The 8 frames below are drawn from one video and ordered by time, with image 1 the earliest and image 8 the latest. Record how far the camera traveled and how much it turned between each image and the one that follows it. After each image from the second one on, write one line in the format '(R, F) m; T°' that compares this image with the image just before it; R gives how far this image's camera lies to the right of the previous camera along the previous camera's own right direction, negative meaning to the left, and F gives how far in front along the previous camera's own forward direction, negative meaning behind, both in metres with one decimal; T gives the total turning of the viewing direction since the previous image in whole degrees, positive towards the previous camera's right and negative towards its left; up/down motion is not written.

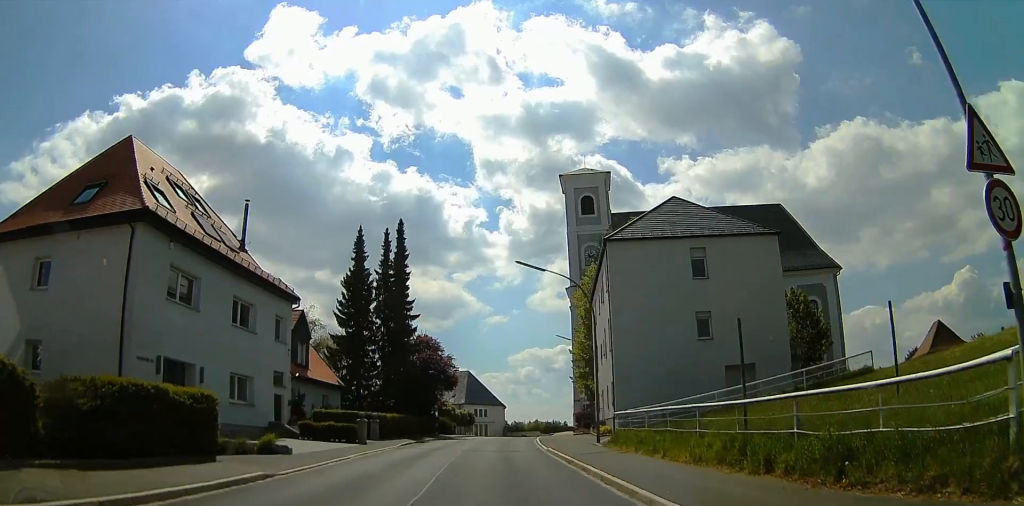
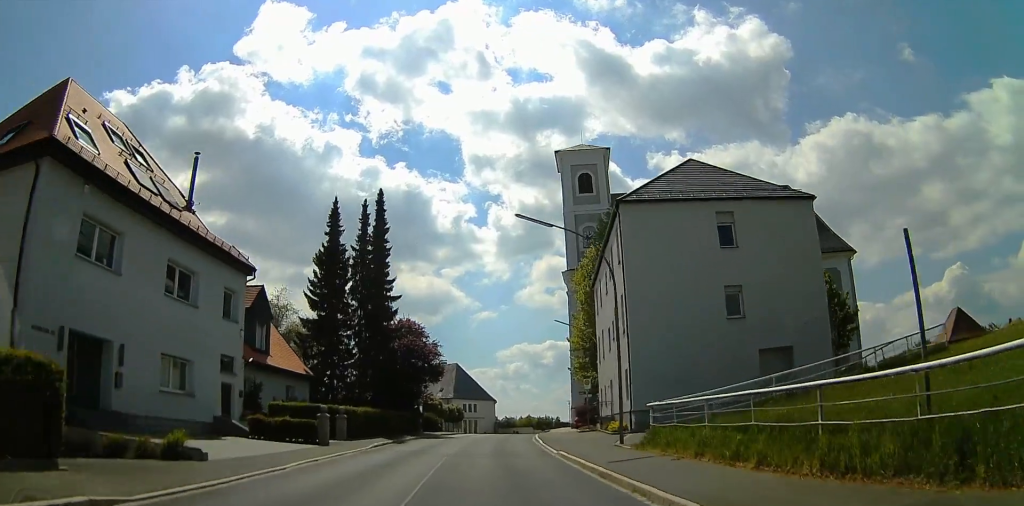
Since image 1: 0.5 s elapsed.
(-0.4, +5.9) m; 0°
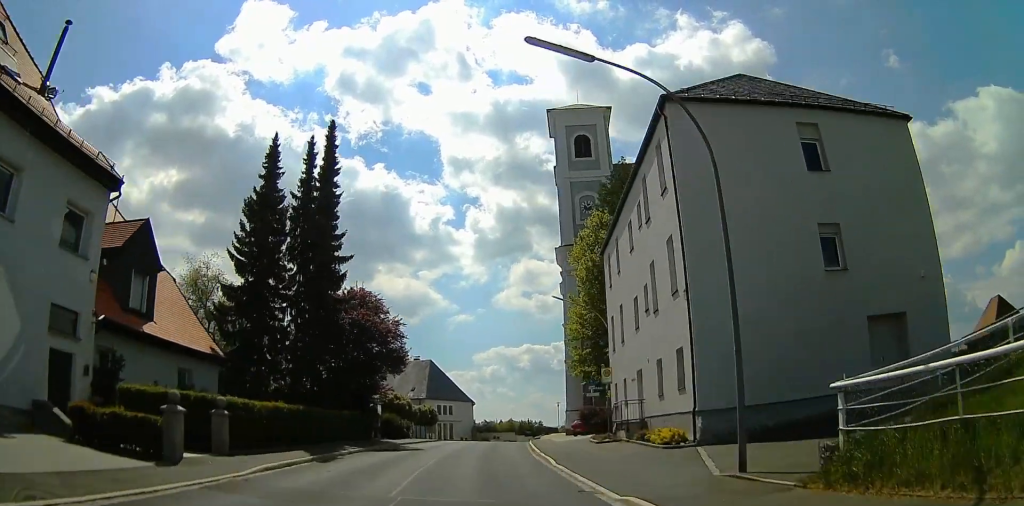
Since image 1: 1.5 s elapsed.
(+0.3, +11.3) m; +5°
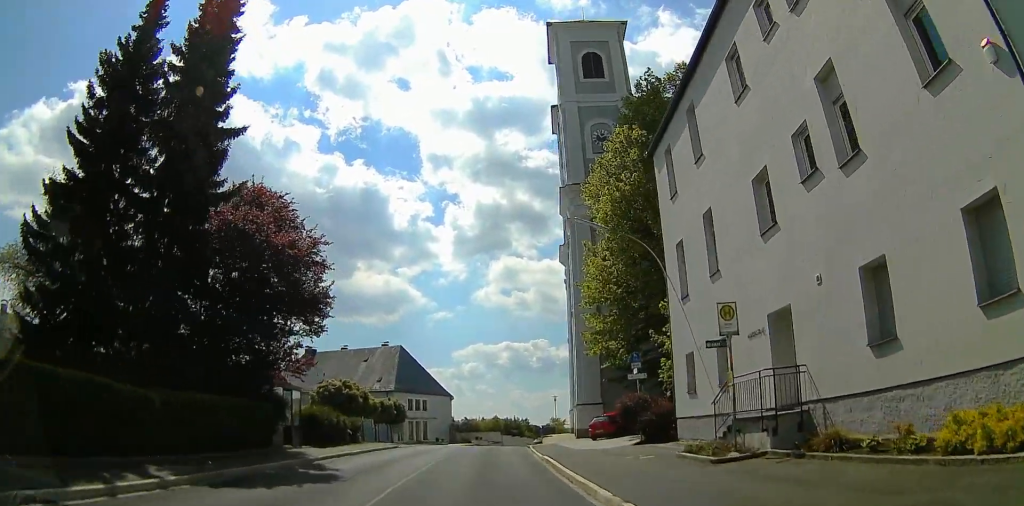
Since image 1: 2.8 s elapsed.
(+1.1, +15.2) m; +3°
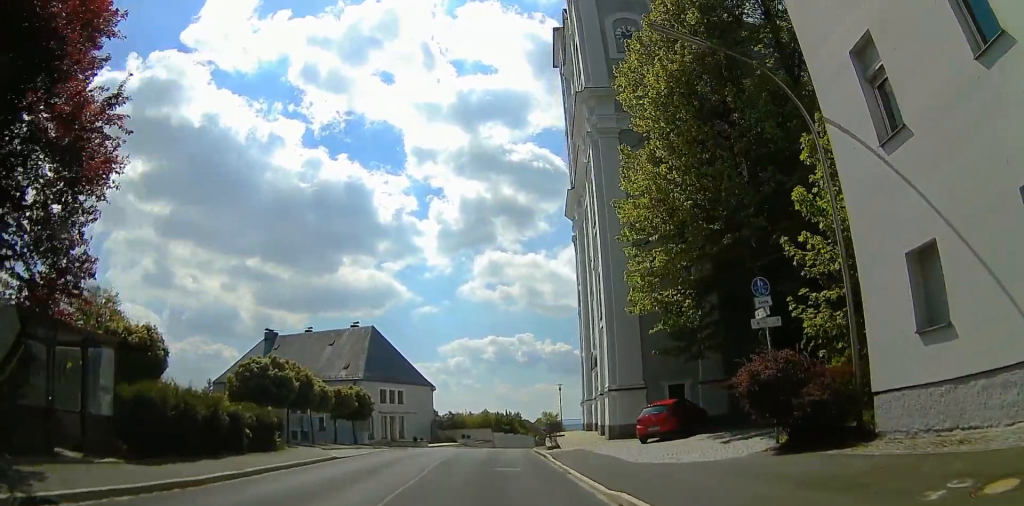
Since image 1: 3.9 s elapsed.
(-0.7, +12.6) m; -4°
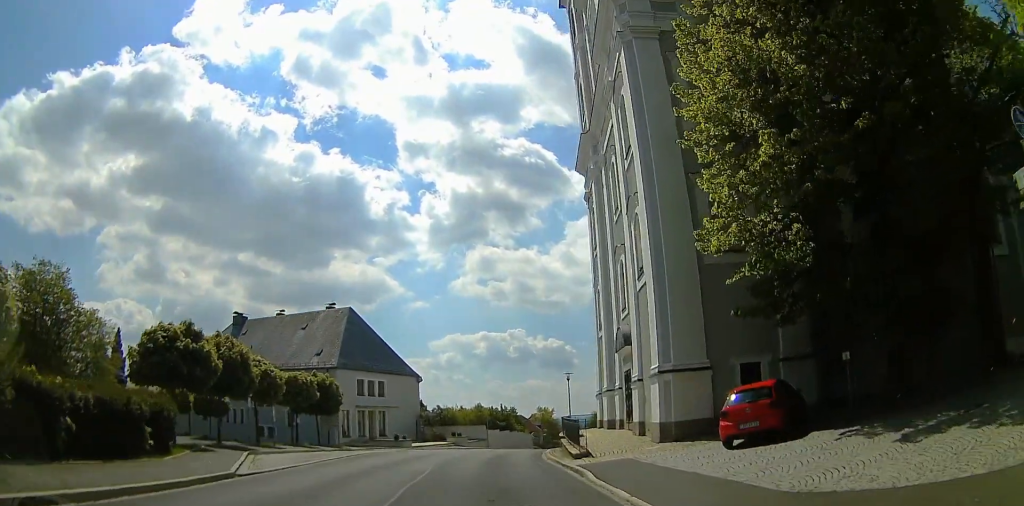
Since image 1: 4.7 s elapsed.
(-0.1, +8.5) m; 0°
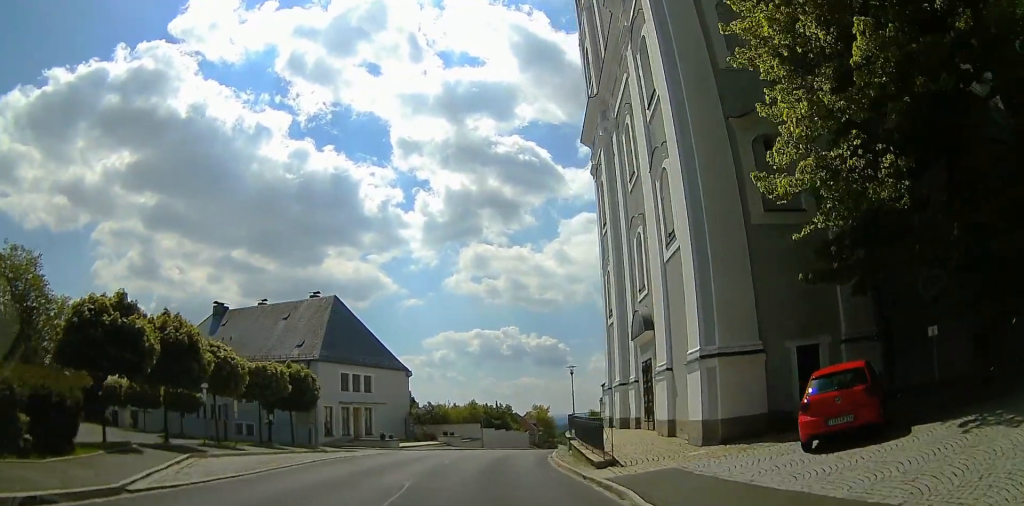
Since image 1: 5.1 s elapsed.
(0.0, +4.0) m; +1°
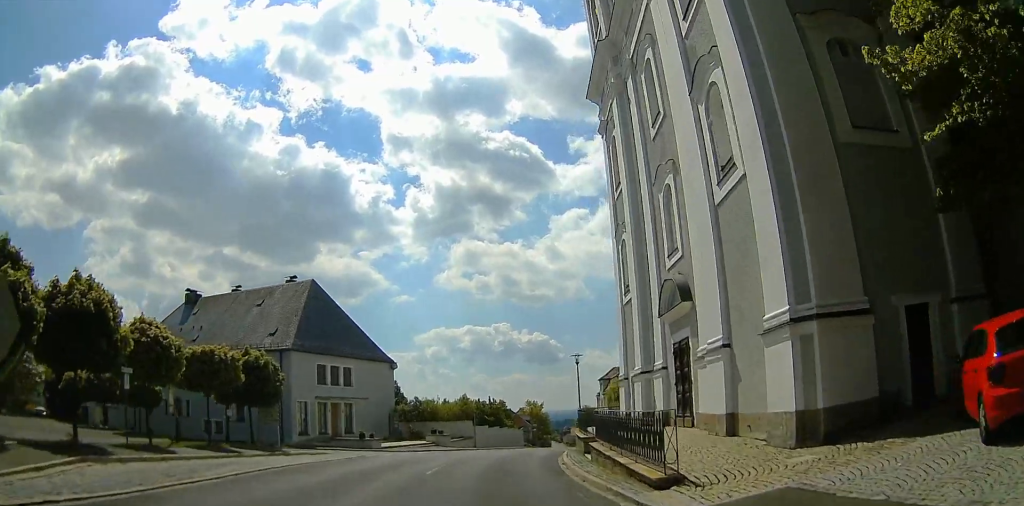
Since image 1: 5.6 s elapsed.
(-0.1, +4.9) m; +2°
